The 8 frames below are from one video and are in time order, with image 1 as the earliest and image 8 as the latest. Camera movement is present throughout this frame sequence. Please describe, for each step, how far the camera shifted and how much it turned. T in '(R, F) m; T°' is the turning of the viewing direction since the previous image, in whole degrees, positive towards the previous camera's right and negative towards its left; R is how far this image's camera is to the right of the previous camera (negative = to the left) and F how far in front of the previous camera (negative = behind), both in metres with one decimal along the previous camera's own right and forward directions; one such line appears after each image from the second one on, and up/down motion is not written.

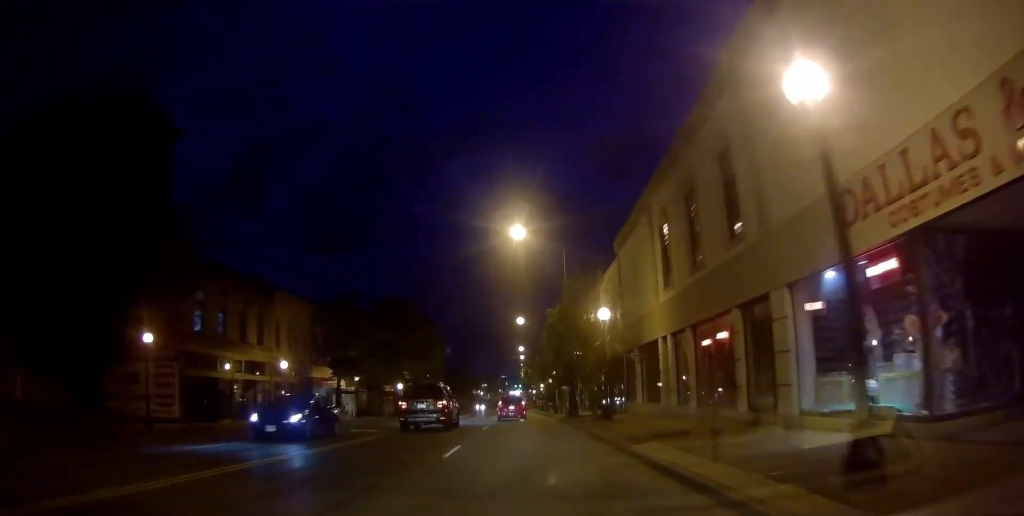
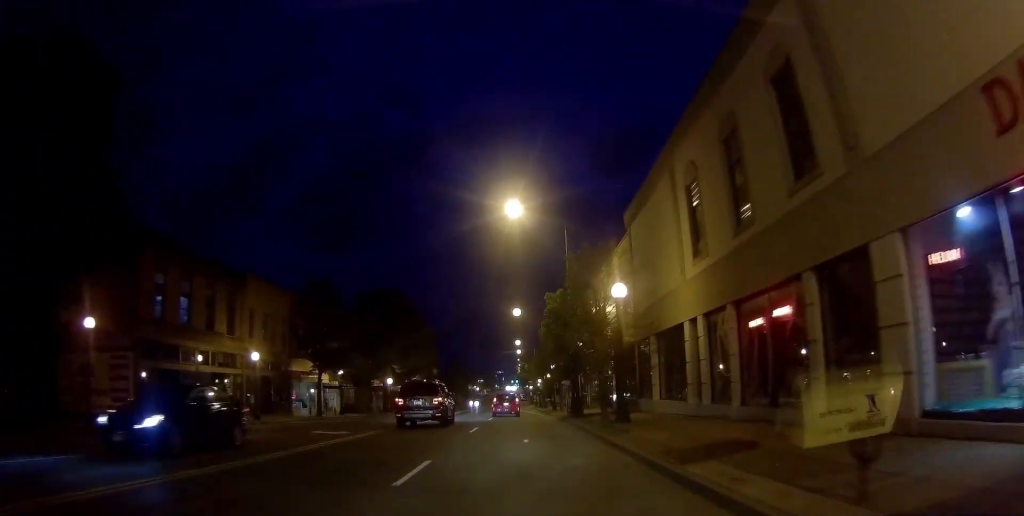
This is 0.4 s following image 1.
(0.0, +4.0) m; -2°
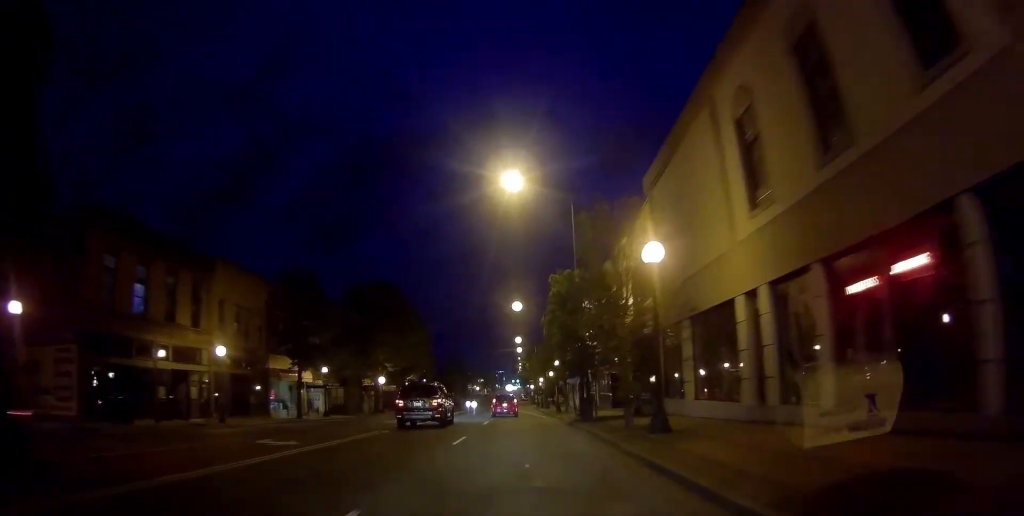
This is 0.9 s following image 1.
(-0.4, +4.6) m; -3°
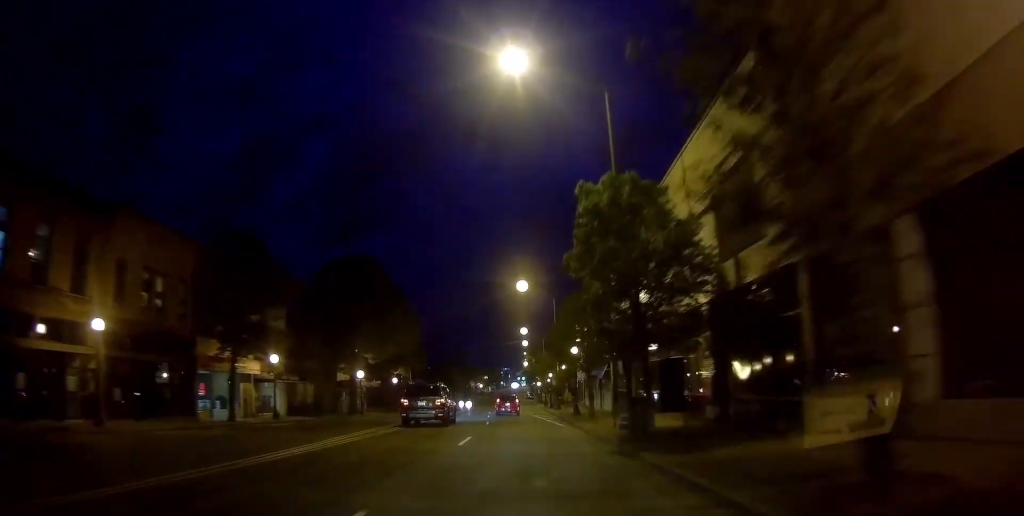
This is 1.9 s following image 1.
(-0.4, +11.1) m; -2°
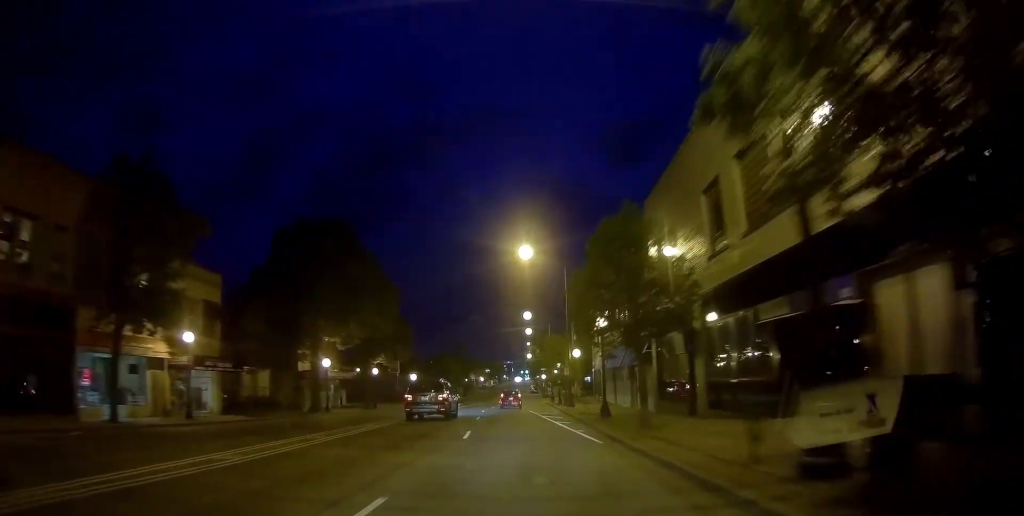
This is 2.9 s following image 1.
(0.0, +11.1) m; +2°
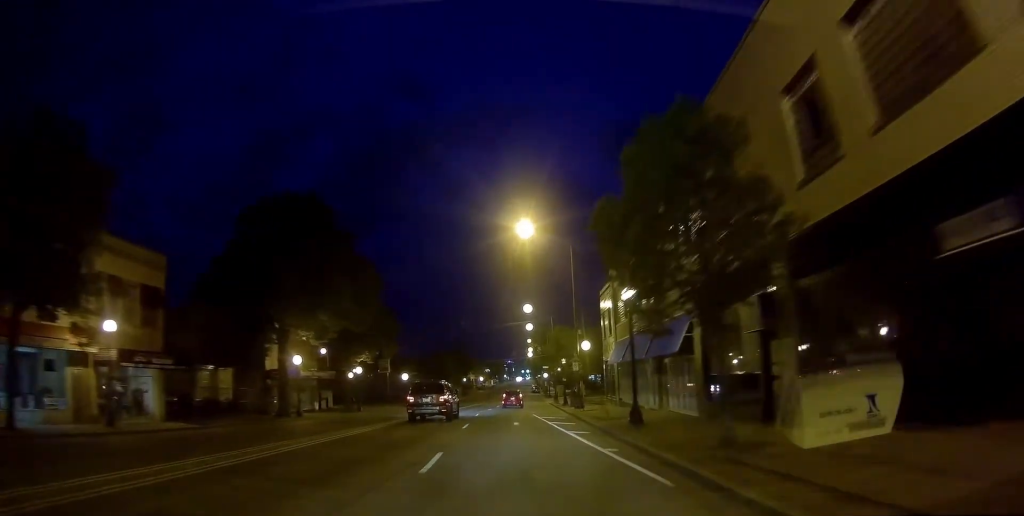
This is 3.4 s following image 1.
(+0.1, +7.0) m; +1°
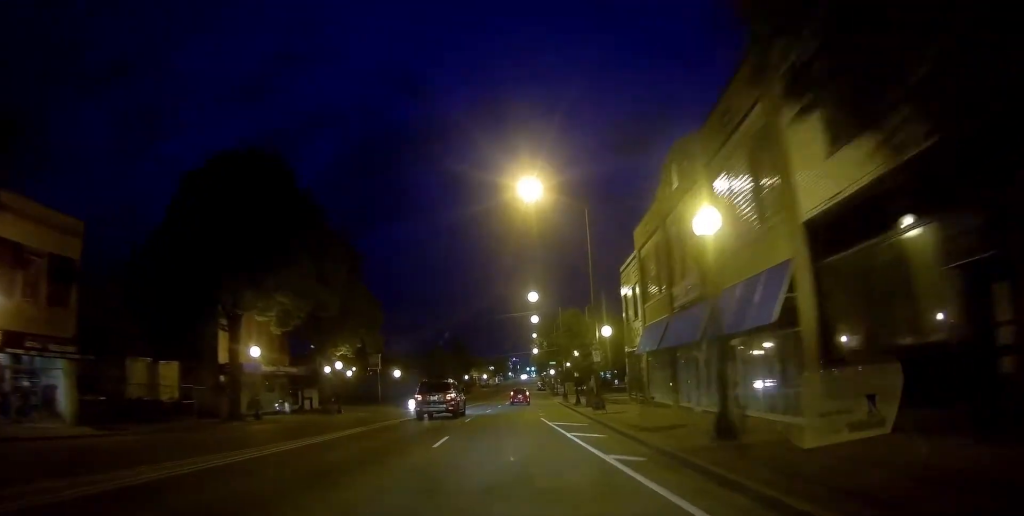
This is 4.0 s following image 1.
(+0.4, +7.7) m; -1°
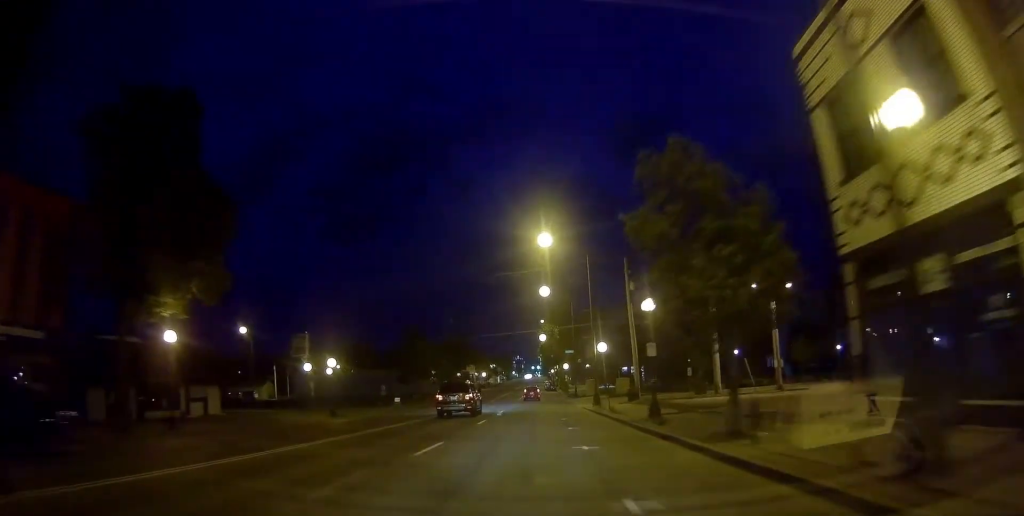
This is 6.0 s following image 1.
(-1.5, +26.5) m; -3°
